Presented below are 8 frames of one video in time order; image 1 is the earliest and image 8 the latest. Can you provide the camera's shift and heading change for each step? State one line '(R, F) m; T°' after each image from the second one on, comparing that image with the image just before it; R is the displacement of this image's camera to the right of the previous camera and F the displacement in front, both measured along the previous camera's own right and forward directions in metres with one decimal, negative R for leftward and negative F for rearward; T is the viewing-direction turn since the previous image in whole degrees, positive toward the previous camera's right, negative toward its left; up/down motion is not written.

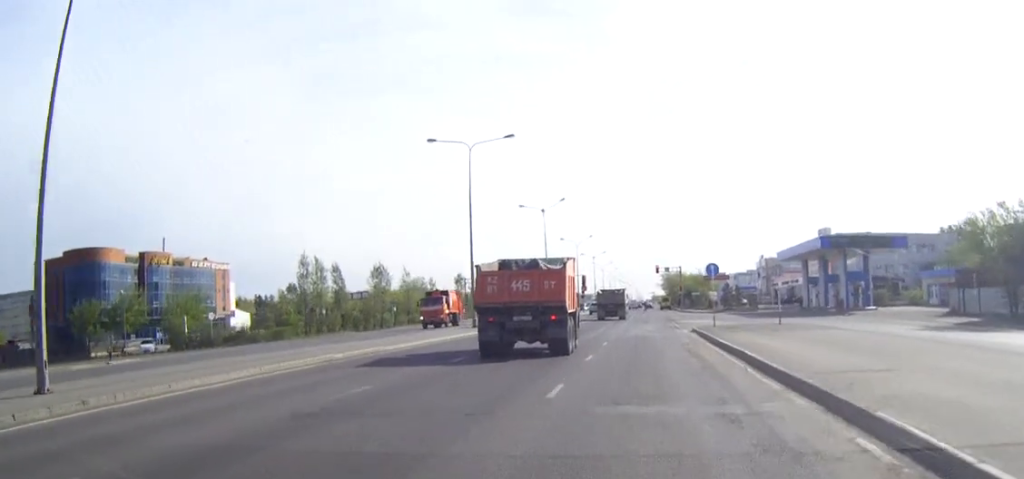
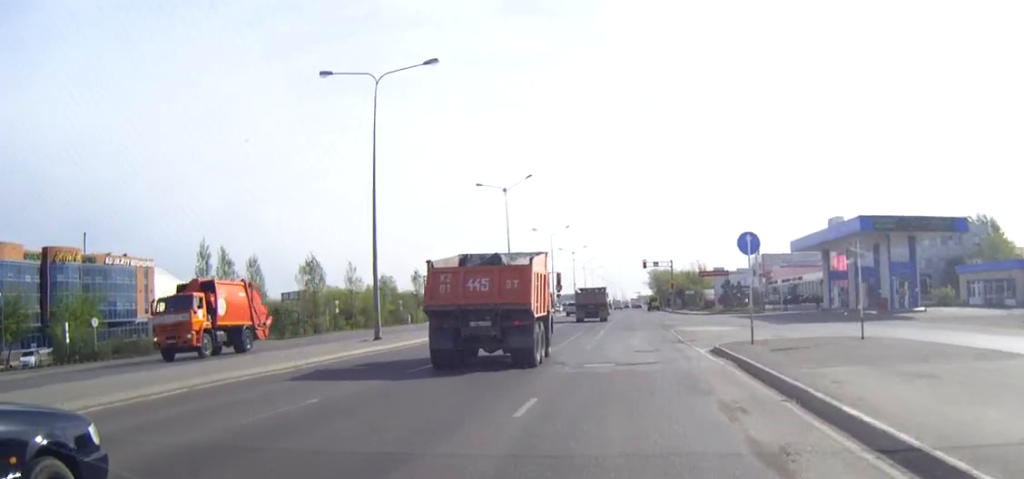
(+0.2, +18.1) m; +1°
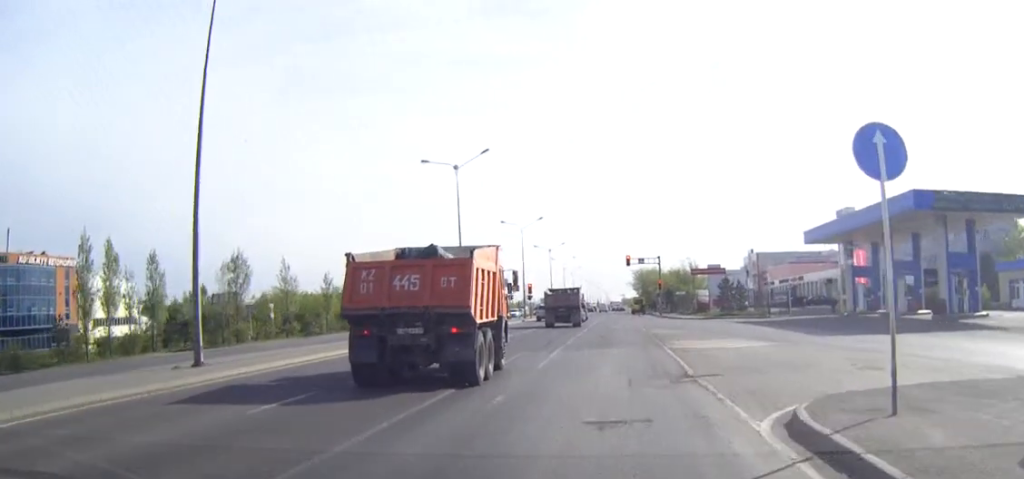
(-0.1, +14.9) m; -1°
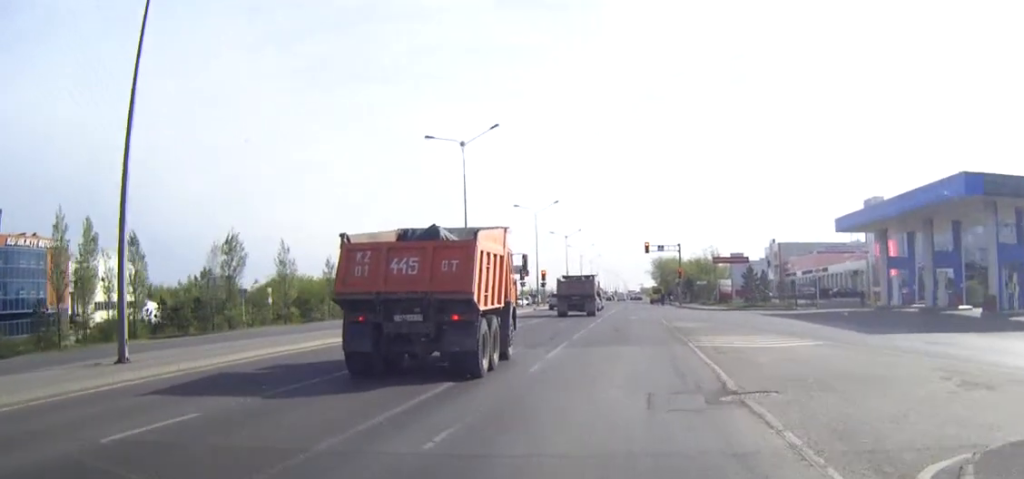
(0.0, +4.8) m; -1°
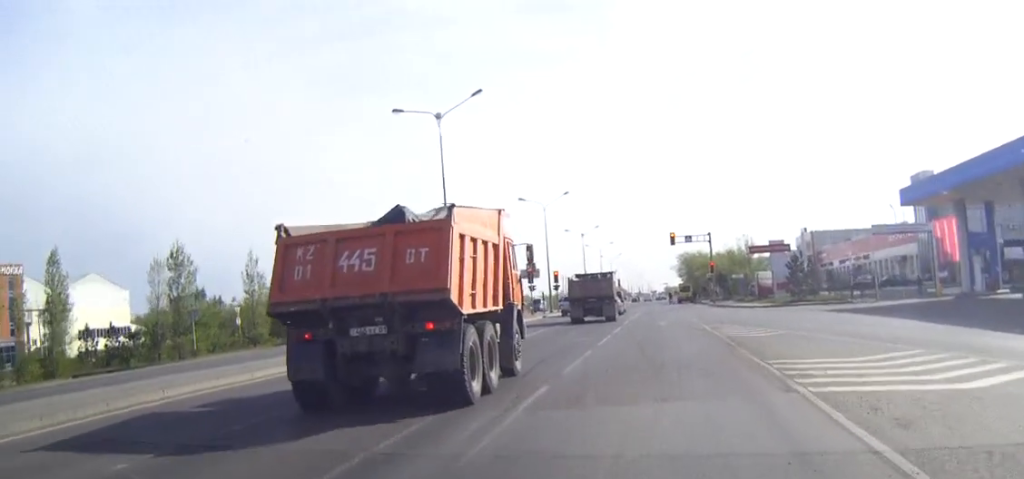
(-0.2, +12.1) m; -1°
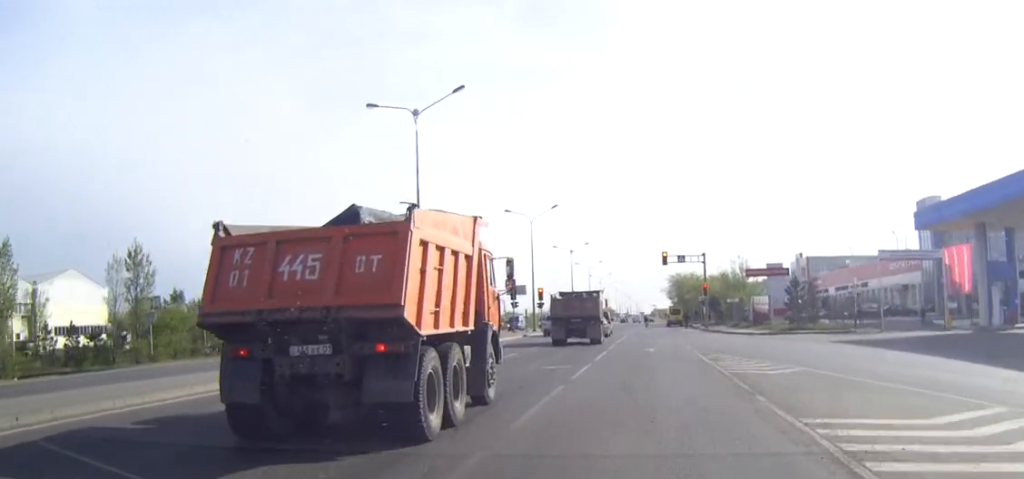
(0.0, +4.3) m; 0°
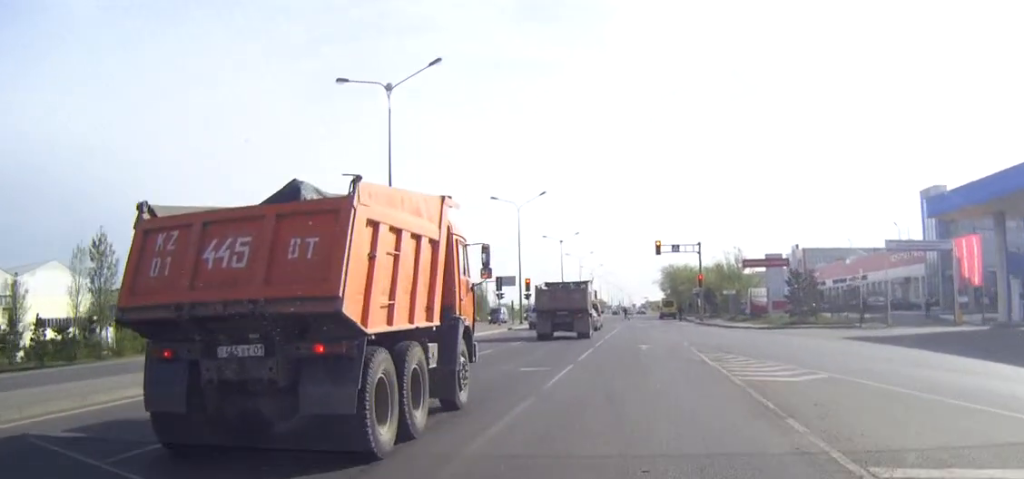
(0.0, +3.7) m; 0°
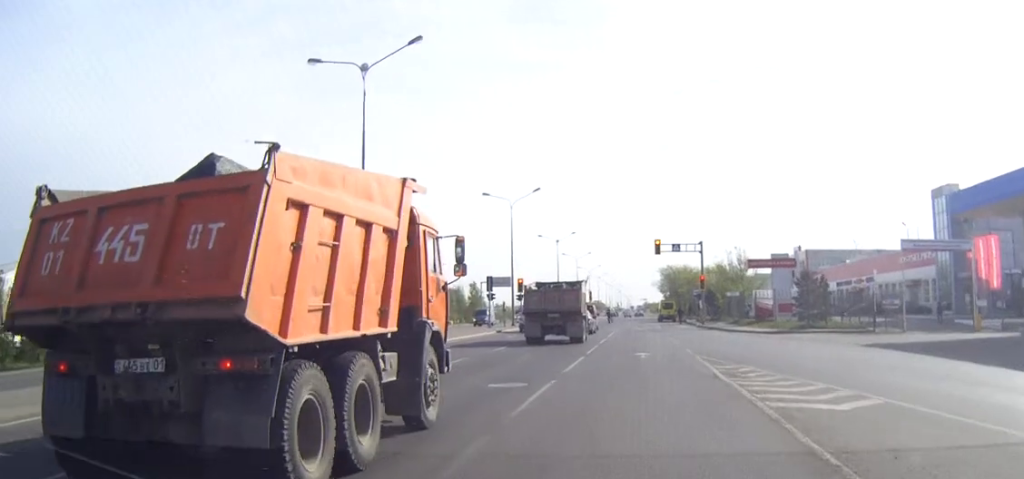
(0.0, +3.8) m; +1°
